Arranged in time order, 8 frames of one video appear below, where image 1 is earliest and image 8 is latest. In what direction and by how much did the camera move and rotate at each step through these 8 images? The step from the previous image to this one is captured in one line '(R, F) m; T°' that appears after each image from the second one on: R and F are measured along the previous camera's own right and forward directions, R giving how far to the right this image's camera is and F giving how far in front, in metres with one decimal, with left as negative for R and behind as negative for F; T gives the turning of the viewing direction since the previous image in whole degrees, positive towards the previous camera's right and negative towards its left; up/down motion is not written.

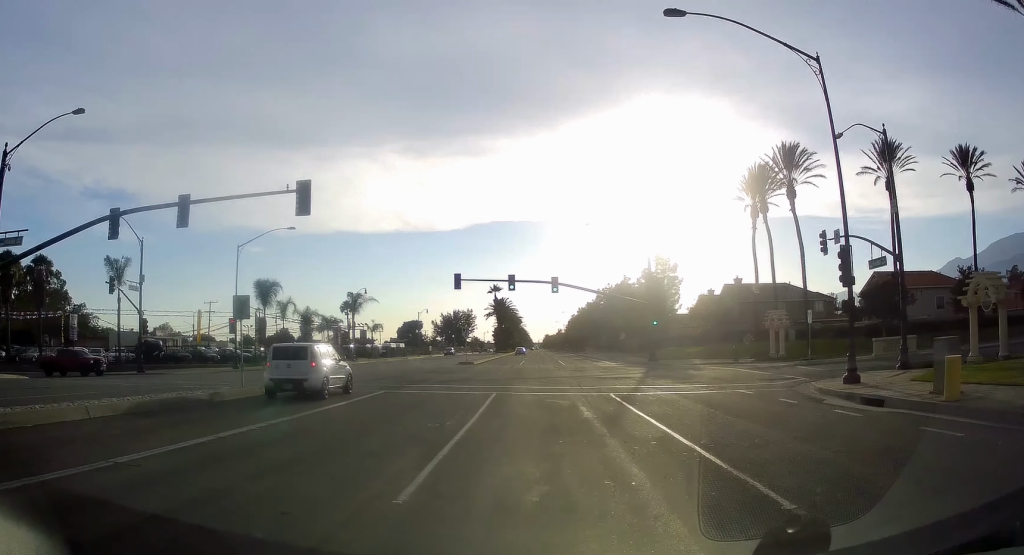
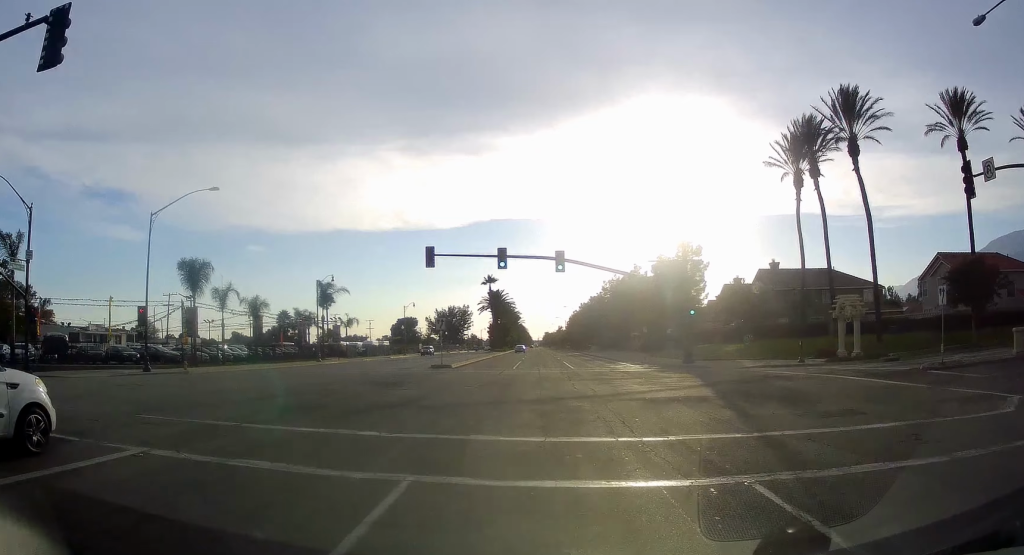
(0.0, +14.3) m; 0°
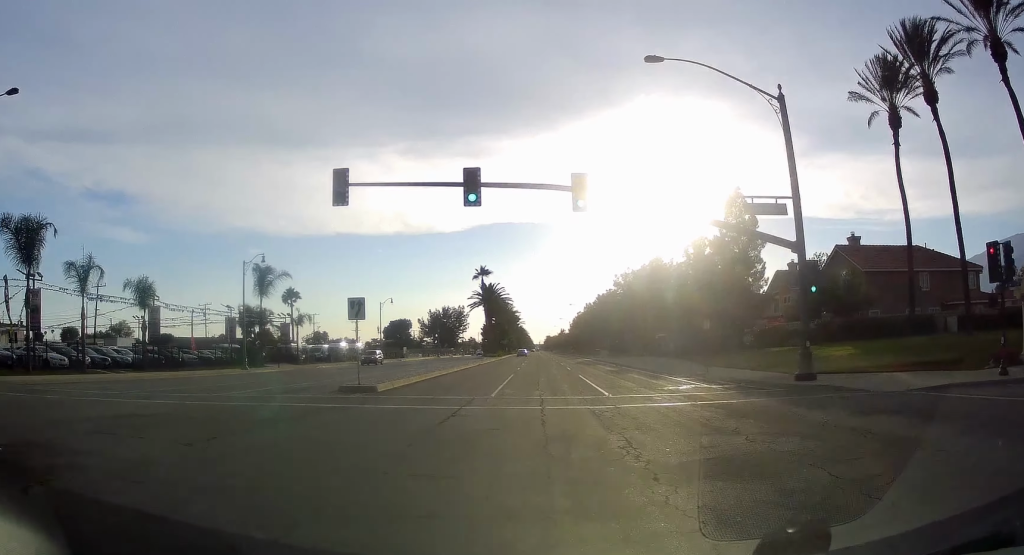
(0.0, +19.8) m; 0°
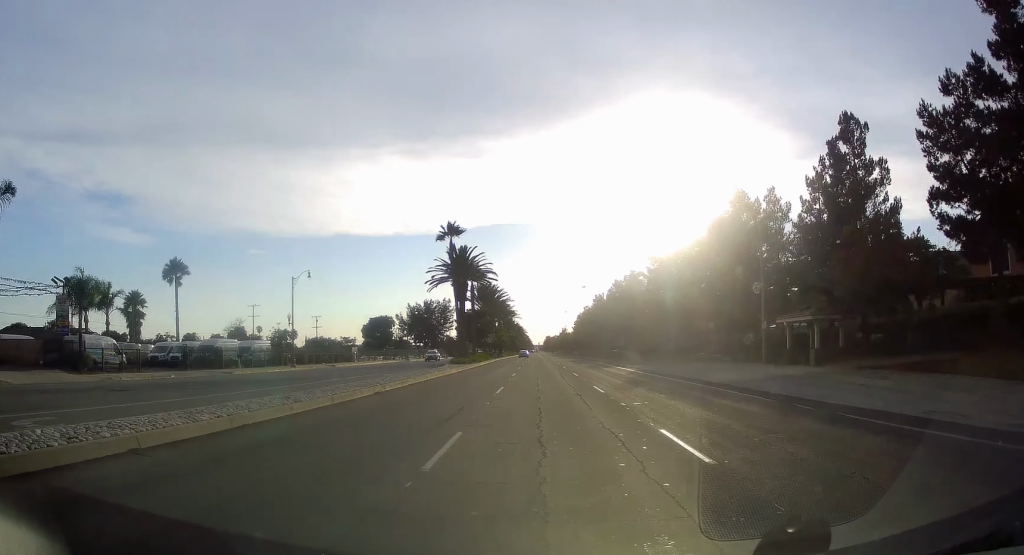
(0.0, +38.3) m; -1°
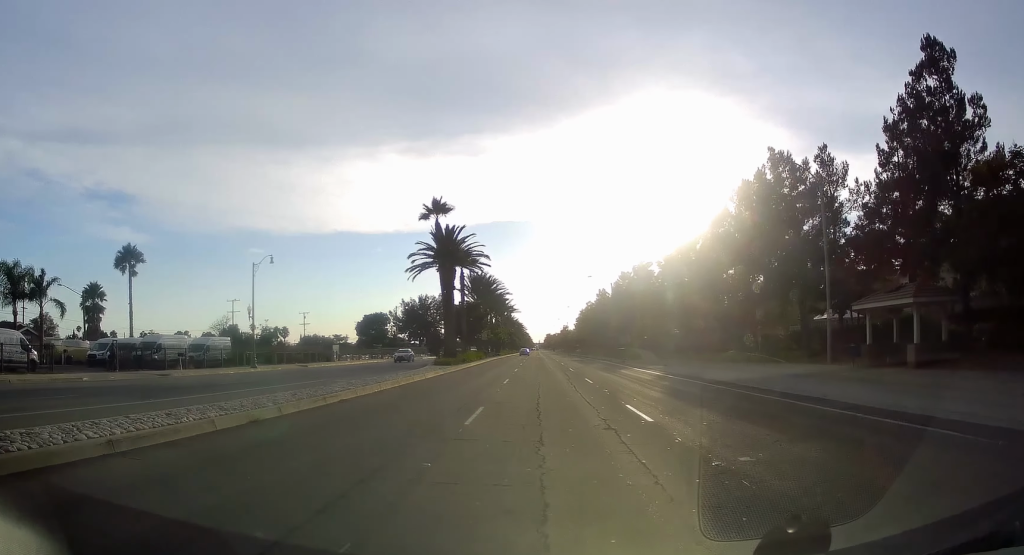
(+0.1, +10.0) m; -1°
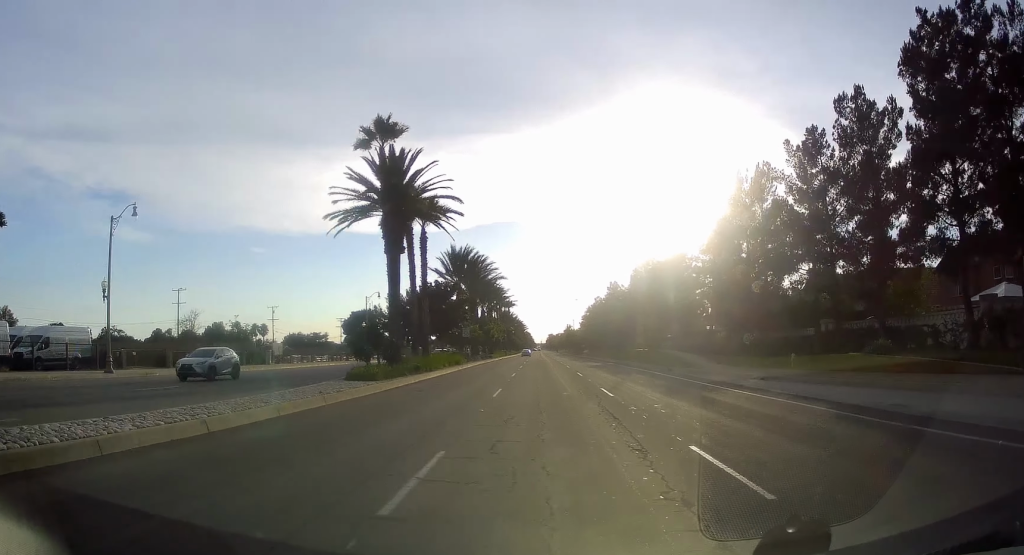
(-0.5, +21.7) m; 0°
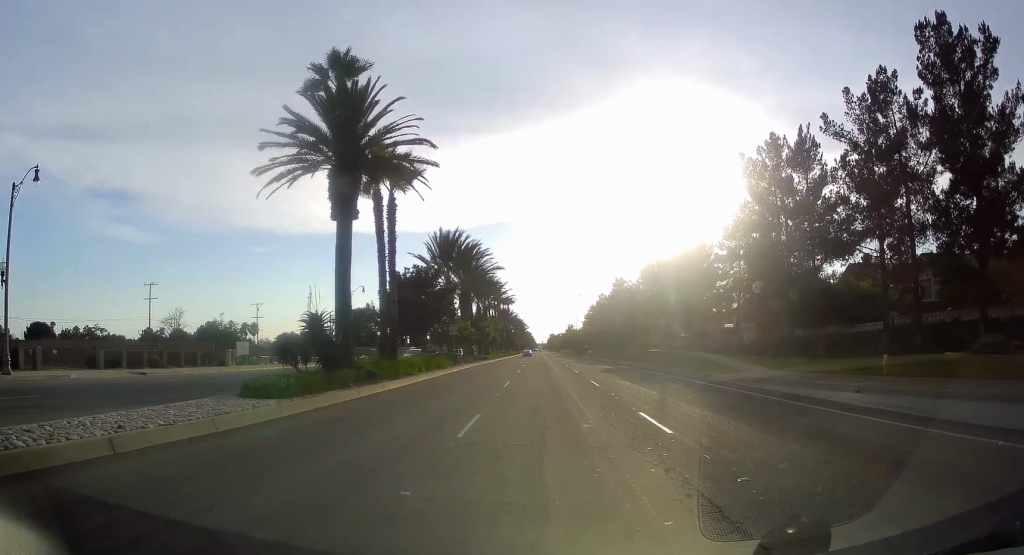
(+0.2, +9.0) m; +1°
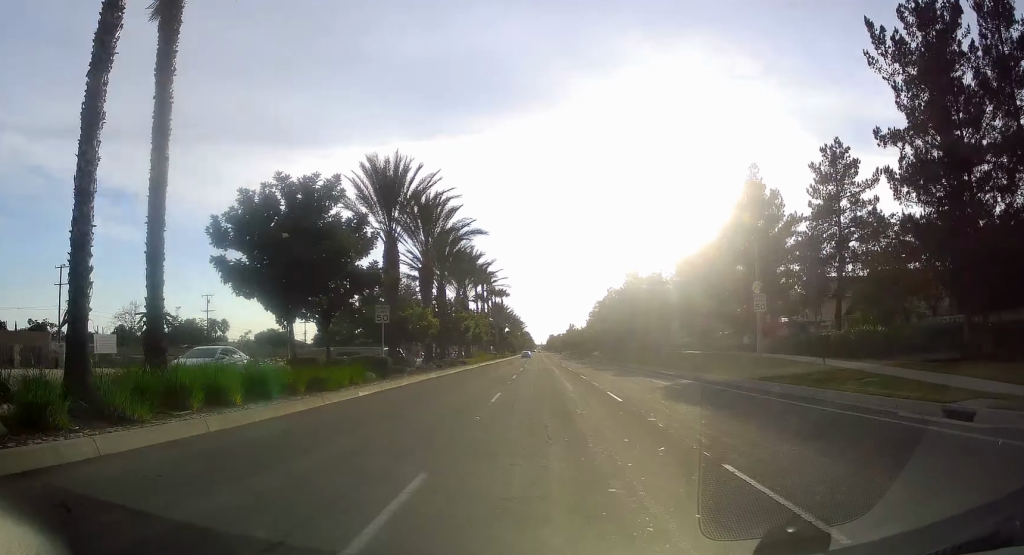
(+0.3, +21.5) m; +1°
